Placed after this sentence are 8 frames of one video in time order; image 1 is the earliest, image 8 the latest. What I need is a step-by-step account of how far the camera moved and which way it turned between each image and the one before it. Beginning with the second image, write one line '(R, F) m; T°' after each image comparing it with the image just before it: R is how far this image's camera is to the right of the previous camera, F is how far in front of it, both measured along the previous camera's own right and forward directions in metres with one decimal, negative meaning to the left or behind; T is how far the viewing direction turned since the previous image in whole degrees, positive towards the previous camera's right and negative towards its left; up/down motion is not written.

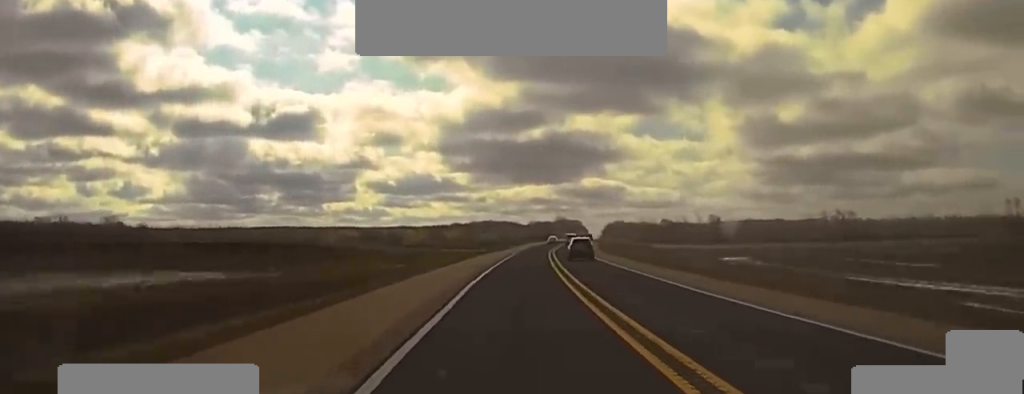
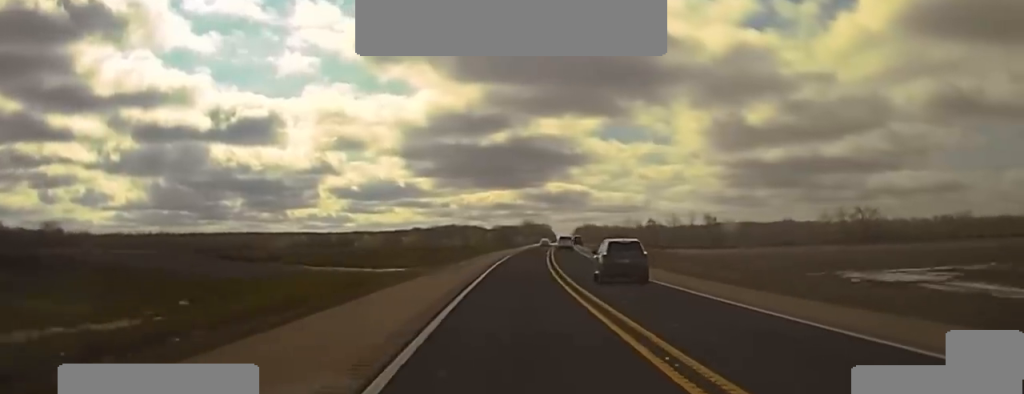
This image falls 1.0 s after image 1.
(+1.0, +57.3) m; +2°
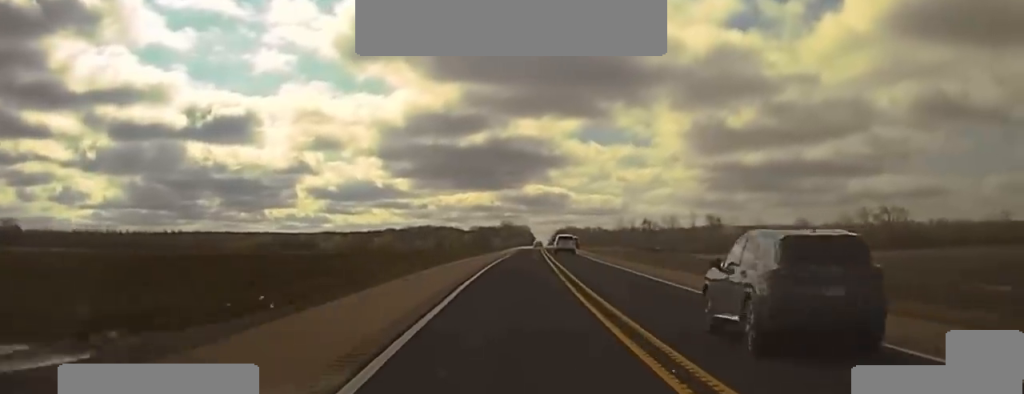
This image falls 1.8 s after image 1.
(+0.8, +38.1) m; +1°
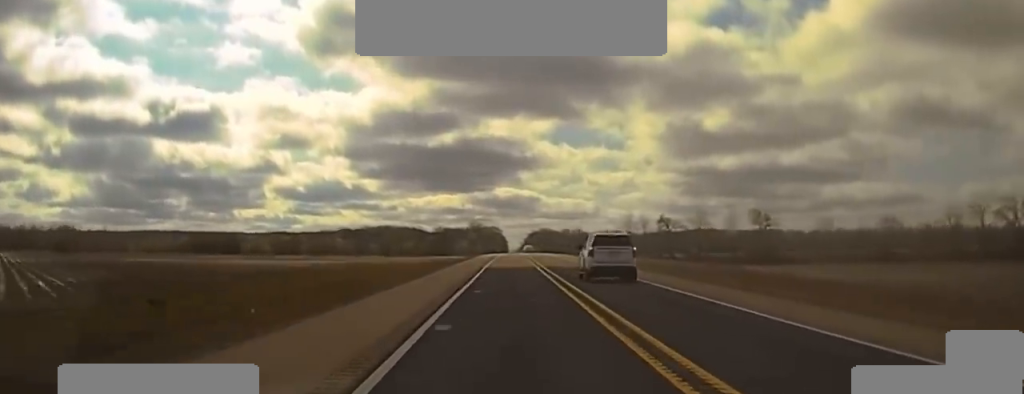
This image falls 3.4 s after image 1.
(+1.6, +88.4) m; +2°
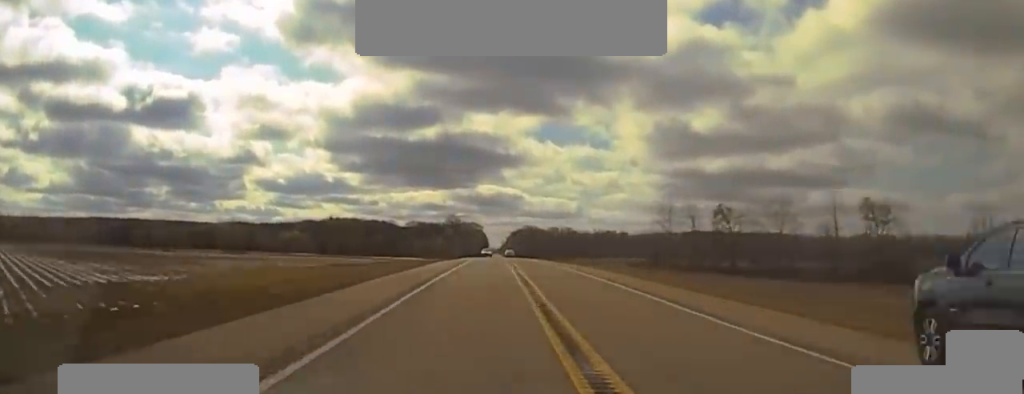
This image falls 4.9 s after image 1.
(+1.0, +96.9) m; +1°
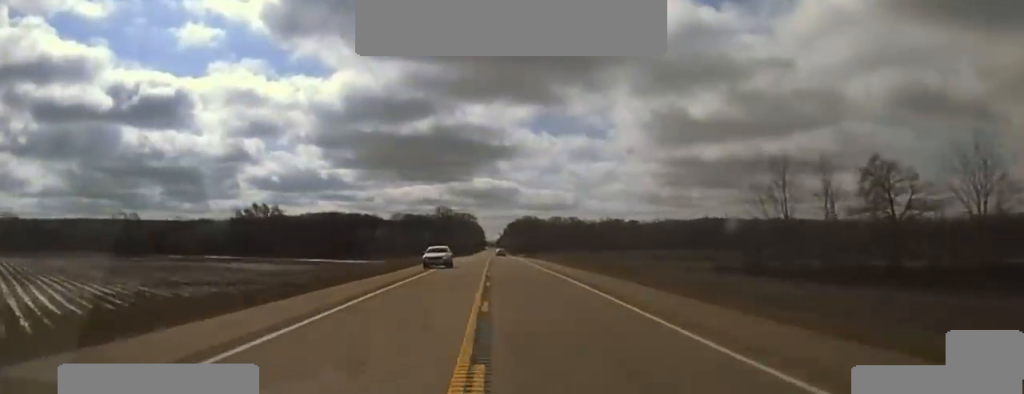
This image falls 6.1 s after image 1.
(+0.2, +75.3) m; 0°
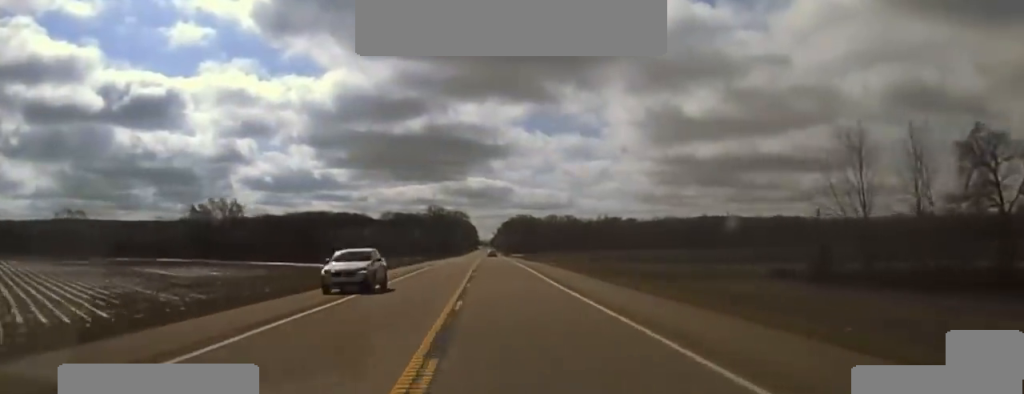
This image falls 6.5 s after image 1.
(0.0, +23.9) m; 0°
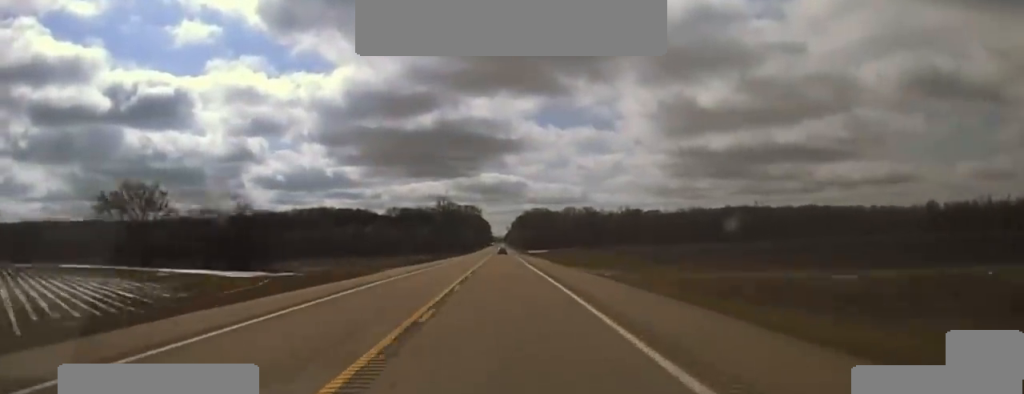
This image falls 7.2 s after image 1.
(0.0, +41.2) m; 0°
